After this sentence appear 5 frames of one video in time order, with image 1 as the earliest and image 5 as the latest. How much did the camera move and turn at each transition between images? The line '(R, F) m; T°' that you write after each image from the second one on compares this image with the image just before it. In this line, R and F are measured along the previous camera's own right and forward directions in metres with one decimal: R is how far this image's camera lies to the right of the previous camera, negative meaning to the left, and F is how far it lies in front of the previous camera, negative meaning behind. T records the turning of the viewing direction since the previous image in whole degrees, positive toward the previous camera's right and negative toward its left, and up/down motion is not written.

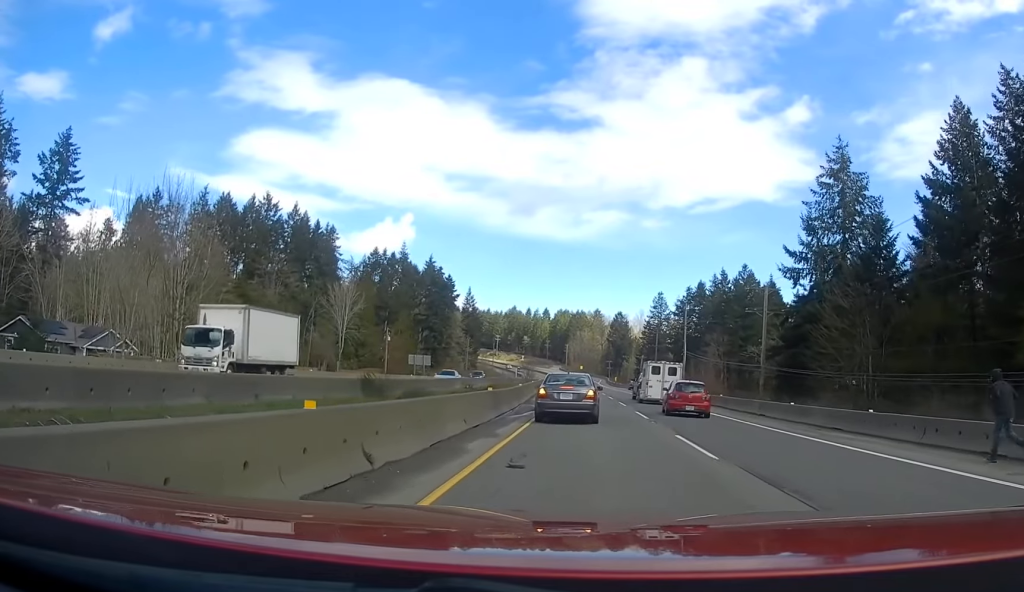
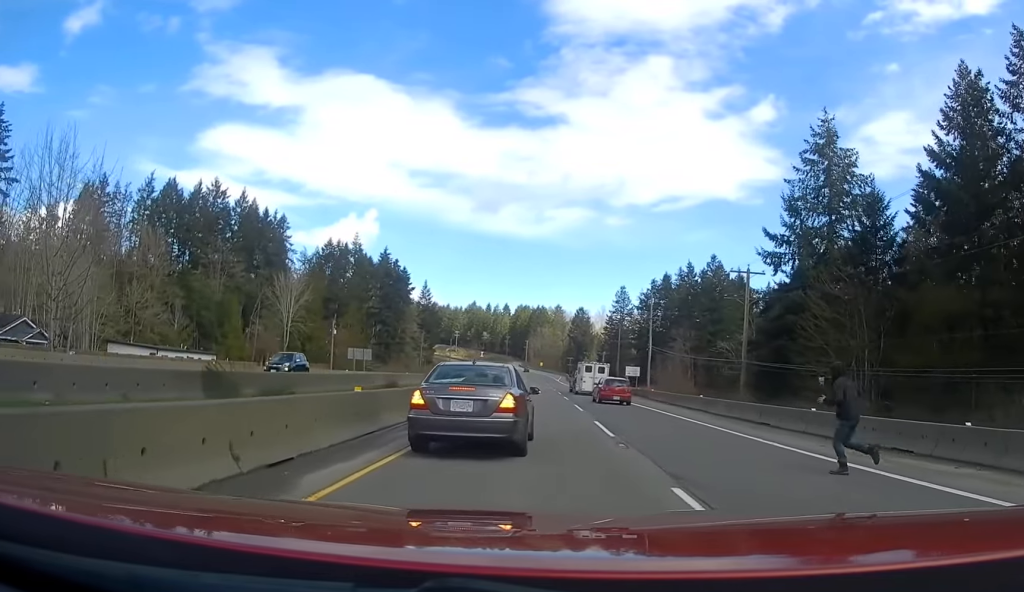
(-0.4, +8.2) m; +3°
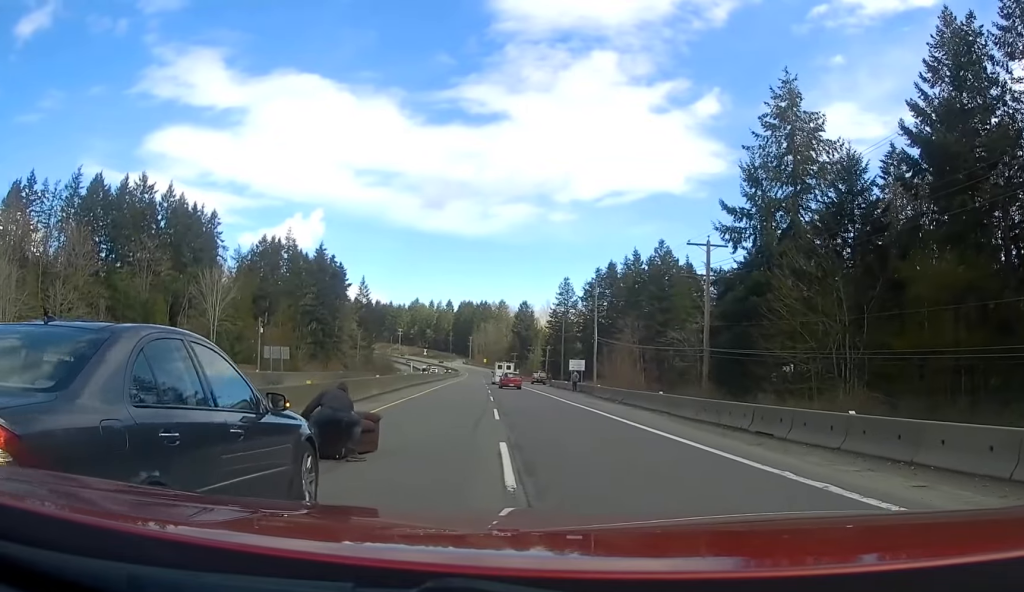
(+0.4, +10.4) m; +12°
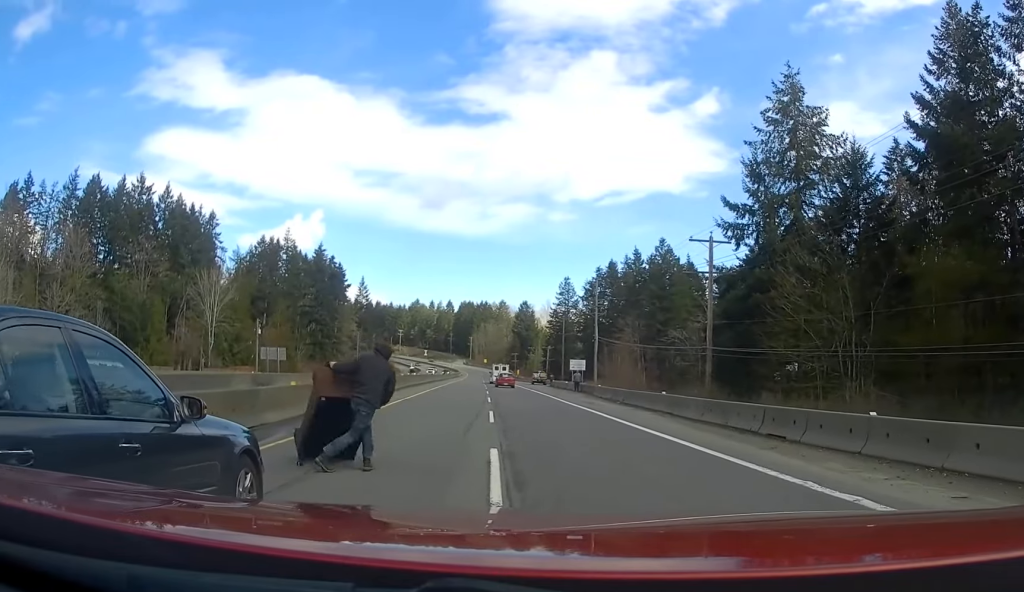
(+0.5, +2.1) m; +2°
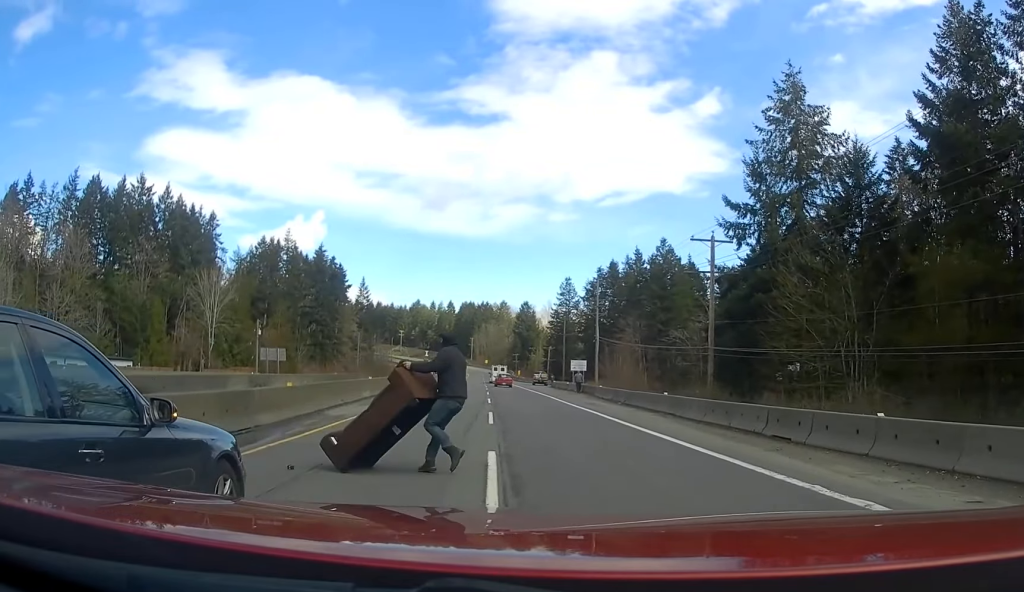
(-0.3, +0.7) m; 0°
